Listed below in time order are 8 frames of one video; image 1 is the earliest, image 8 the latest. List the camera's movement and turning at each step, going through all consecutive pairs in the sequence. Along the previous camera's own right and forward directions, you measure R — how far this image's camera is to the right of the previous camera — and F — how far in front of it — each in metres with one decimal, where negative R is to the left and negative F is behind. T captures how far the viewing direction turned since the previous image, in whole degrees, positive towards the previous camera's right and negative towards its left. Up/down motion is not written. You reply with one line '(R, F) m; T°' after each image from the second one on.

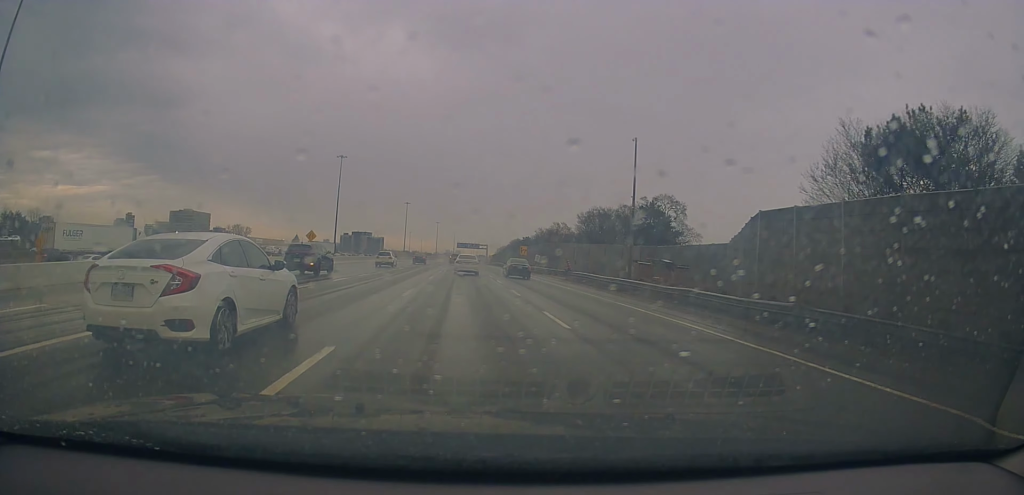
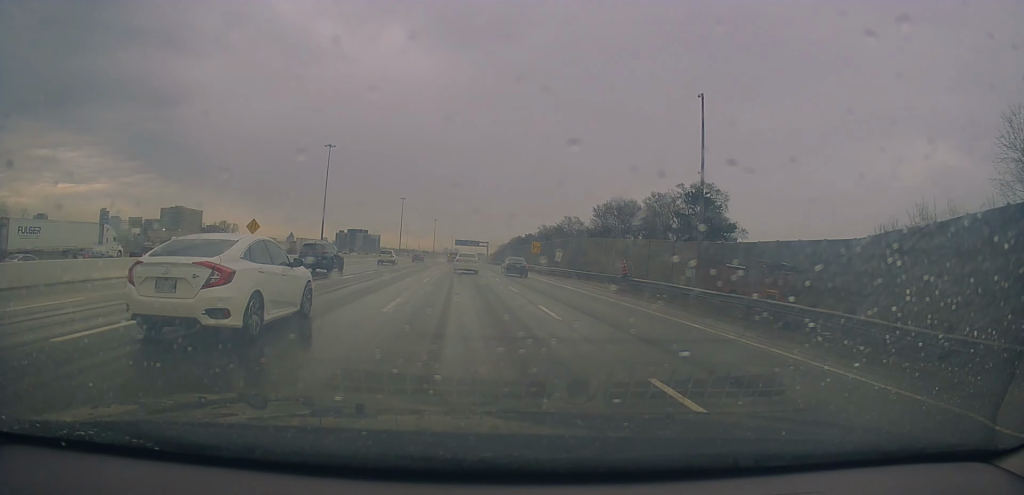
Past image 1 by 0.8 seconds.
(0.0, +17.5) m; 0°
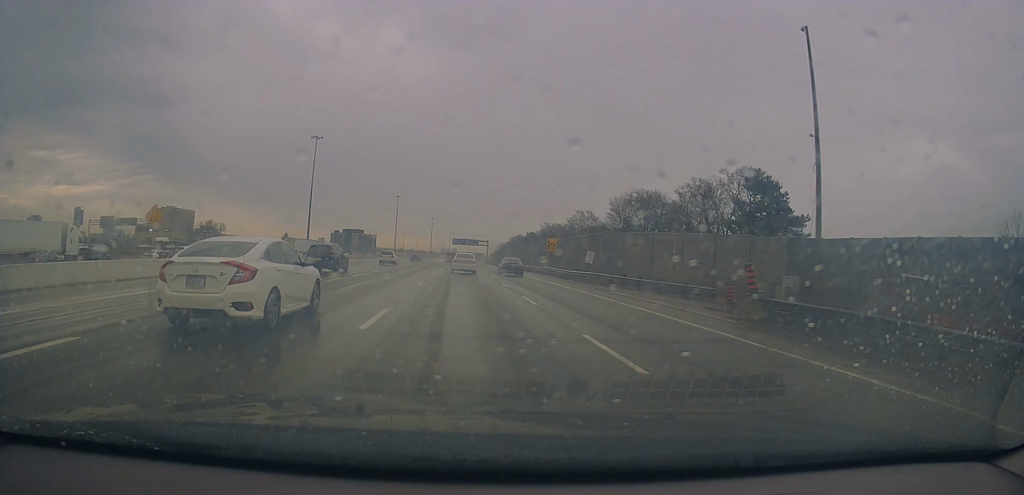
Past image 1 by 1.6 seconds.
(0.0, +15.1) m; 0°
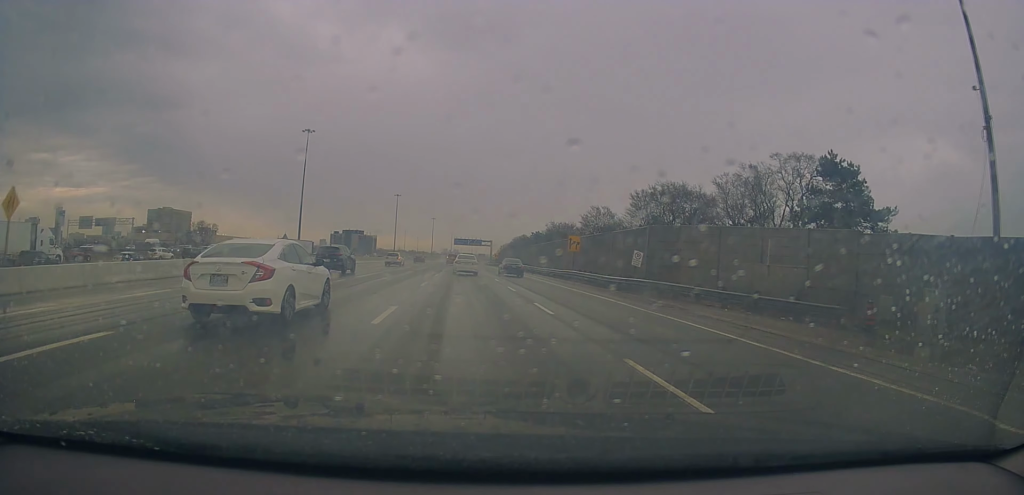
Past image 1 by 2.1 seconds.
(0.0, +11.2) m; 0°
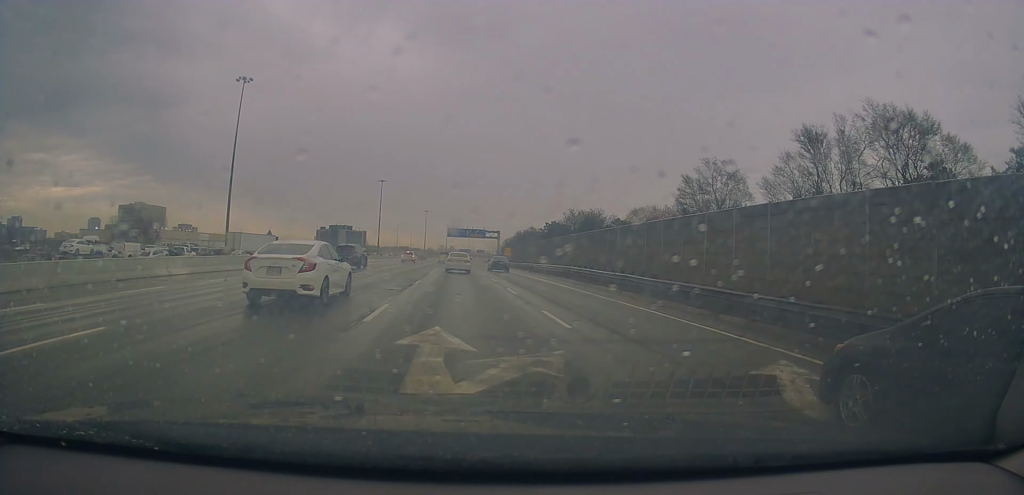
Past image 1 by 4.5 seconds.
(+1.1, +50.1) m; +1°
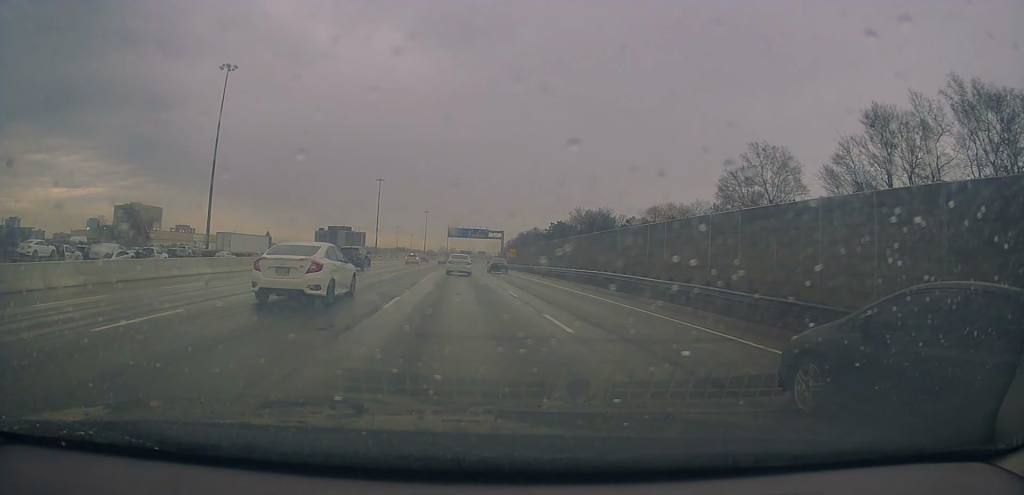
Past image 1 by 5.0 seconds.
(-0.2, +9.5) m; -1°
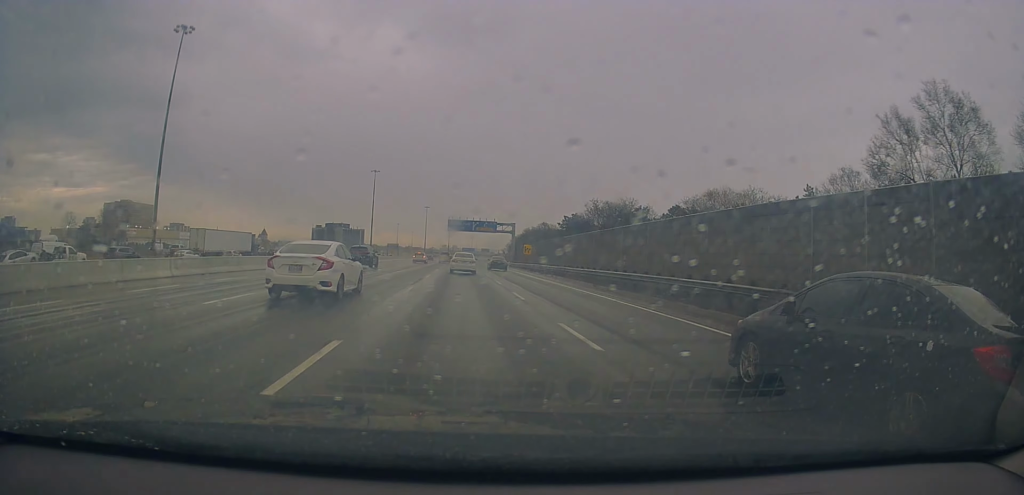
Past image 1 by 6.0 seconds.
(-0.1, +20.5) m; 0°
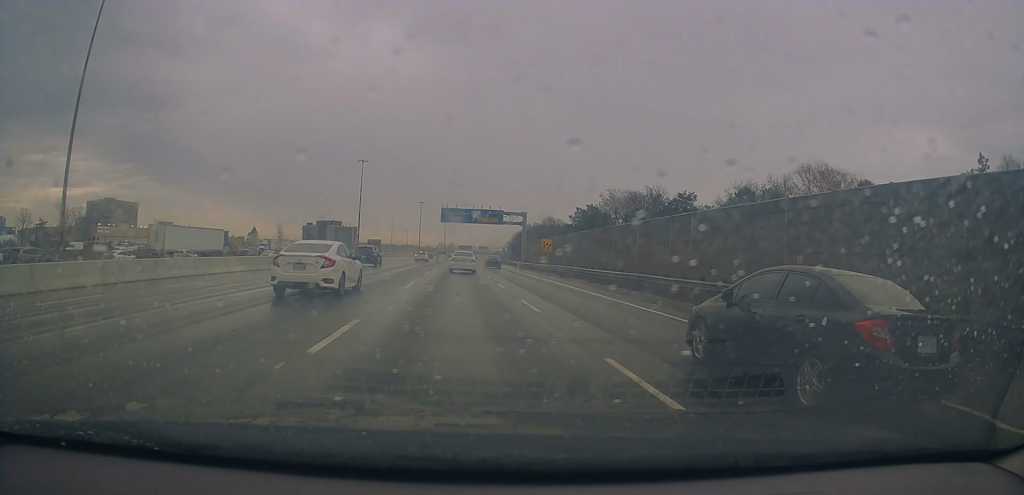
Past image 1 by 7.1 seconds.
(0.0, +22.7) m; +1°
